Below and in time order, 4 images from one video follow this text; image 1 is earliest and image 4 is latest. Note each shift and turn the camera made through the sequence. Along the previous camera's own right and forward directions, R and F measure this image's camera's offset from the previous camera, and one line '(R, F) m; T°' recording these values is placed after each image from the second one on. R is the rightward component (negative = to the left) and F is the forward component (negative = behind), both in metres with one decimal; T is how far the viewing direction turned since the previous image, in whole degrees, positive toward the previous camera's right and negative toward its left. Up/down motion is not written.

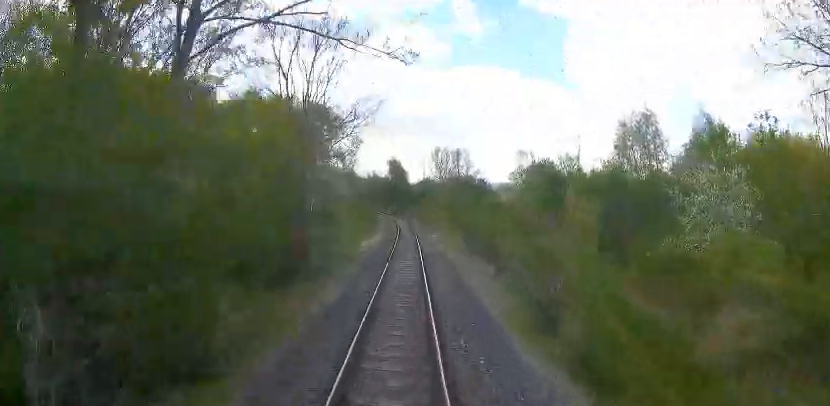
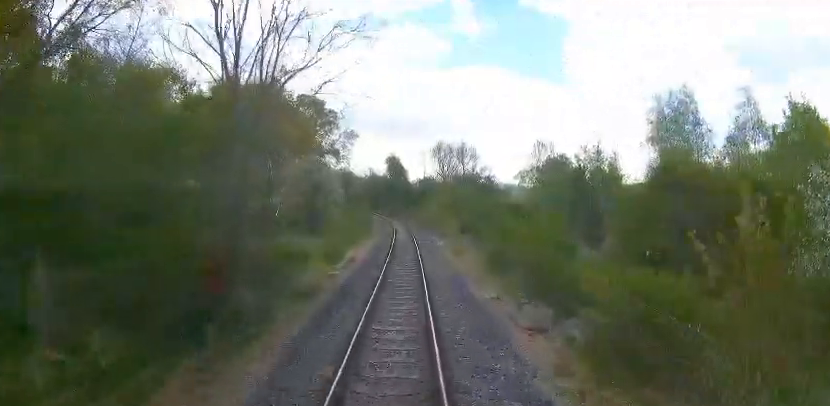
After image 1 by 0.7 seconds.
(0.0, +9.3) m; 0°
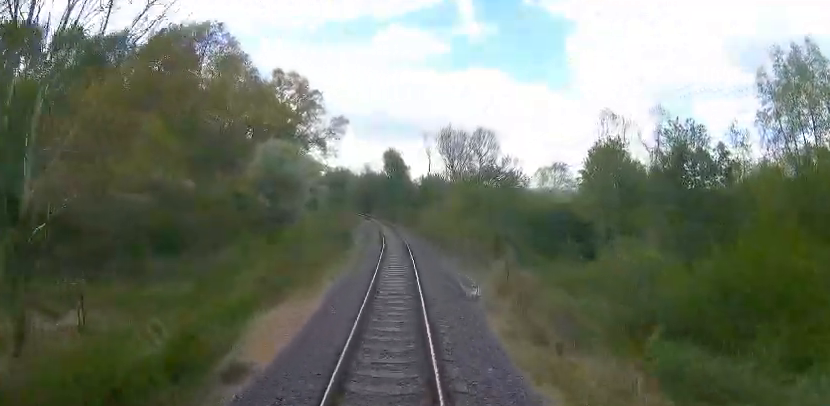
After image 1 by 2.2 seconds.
(0.0, +19.2) m; 0°
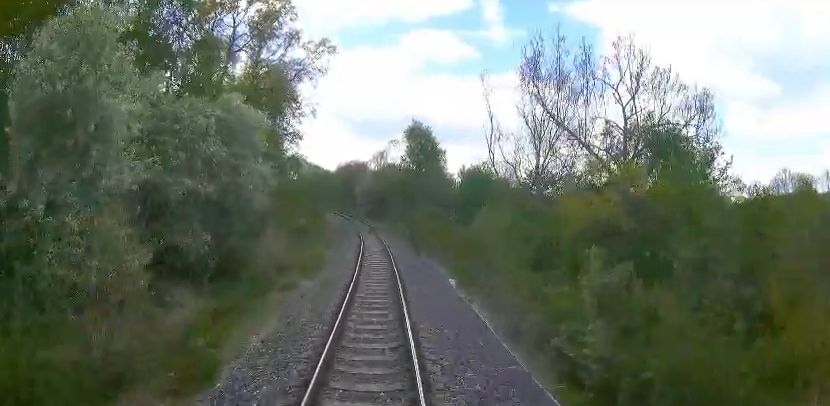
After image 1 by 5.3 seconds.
(-0.5, +40.2) m; -3°
